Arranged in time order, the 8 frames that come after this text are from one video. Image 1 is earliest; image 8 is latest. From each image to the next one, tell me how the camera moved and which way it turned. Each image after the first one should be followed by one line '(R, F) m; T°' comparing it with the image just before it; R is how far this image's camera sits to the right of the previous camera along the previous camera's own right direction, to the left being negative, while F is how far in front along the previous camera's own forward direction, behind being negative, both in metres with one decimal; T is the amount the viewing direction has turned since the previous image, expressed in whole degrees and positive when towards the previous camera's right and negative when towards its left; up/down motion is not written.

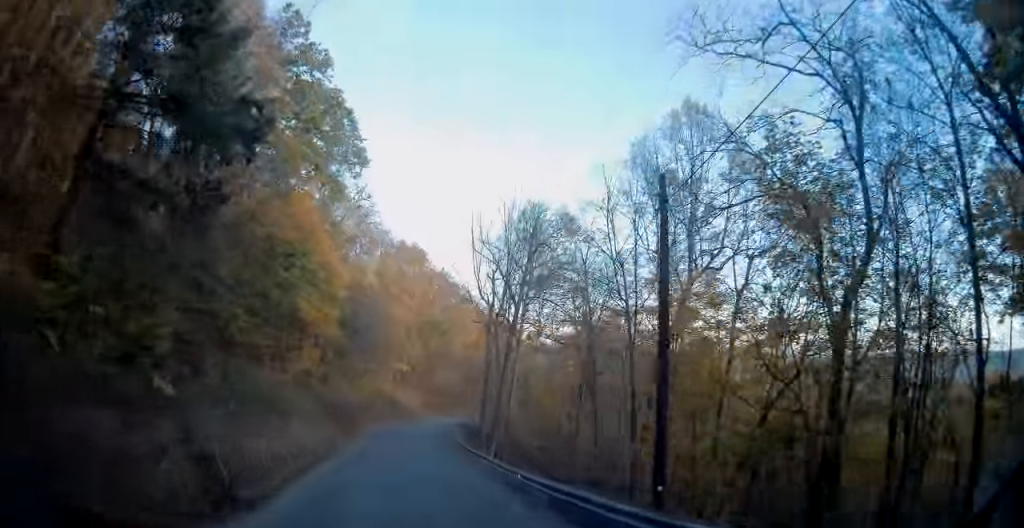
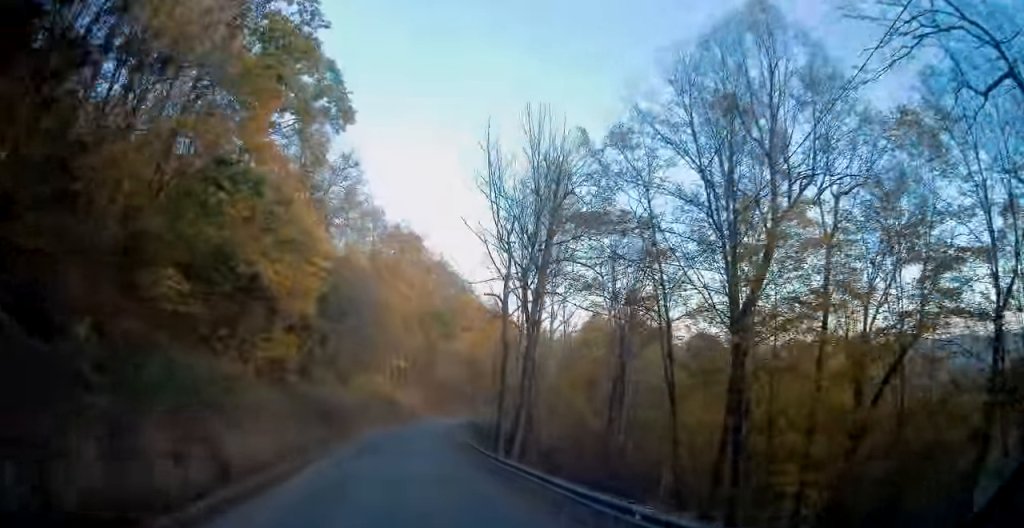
(-0.1, +9.8) m; -1°
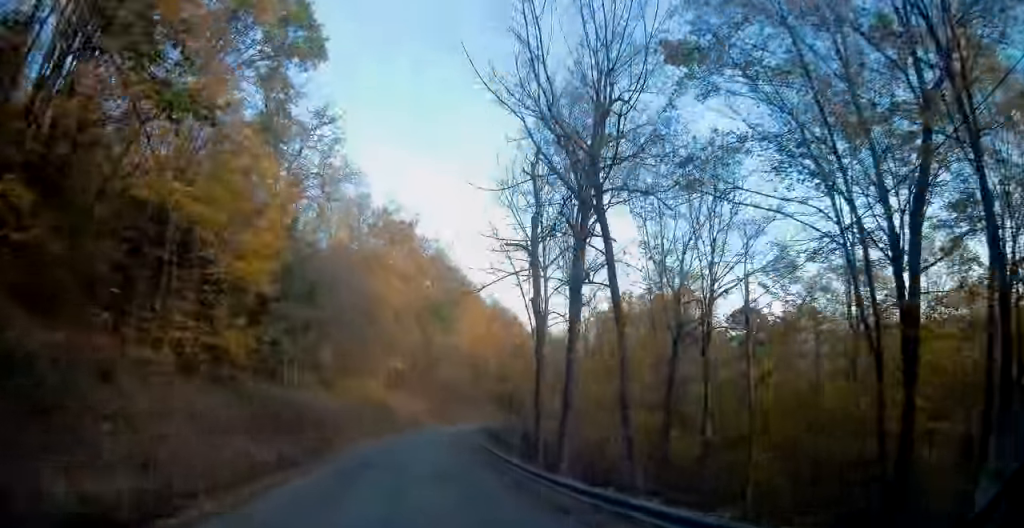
(0.0, +11.5) m; 0°
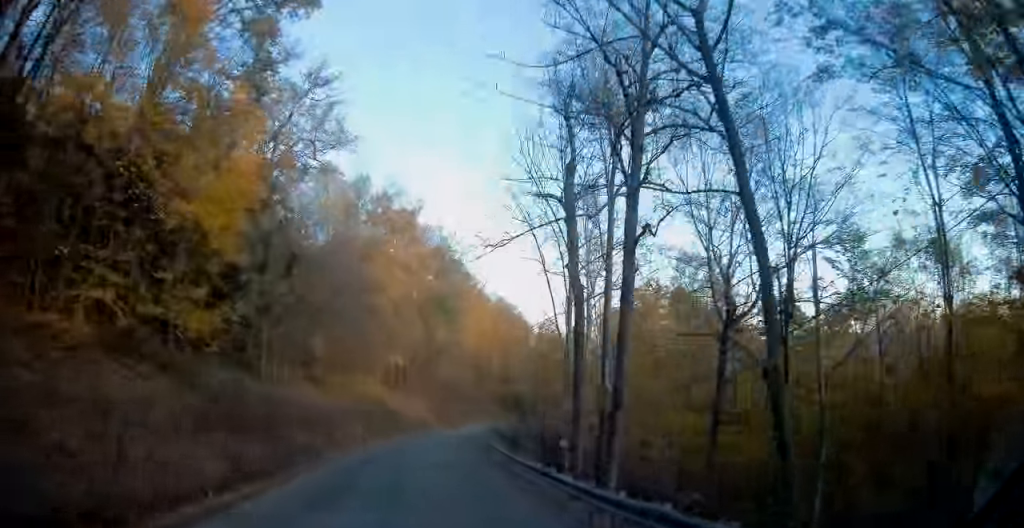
(0.0, +6.3) m; 0°
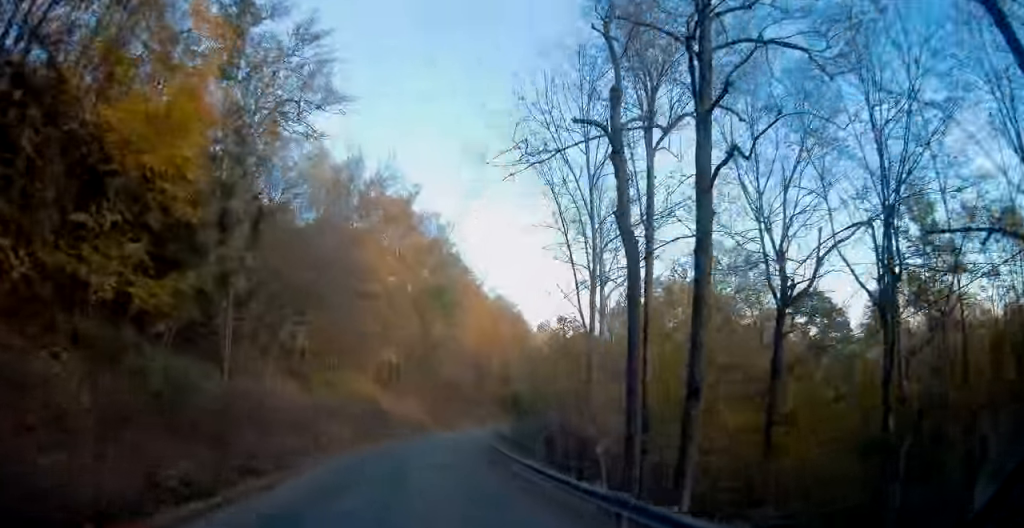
(0.0, +5.8) m; 0°
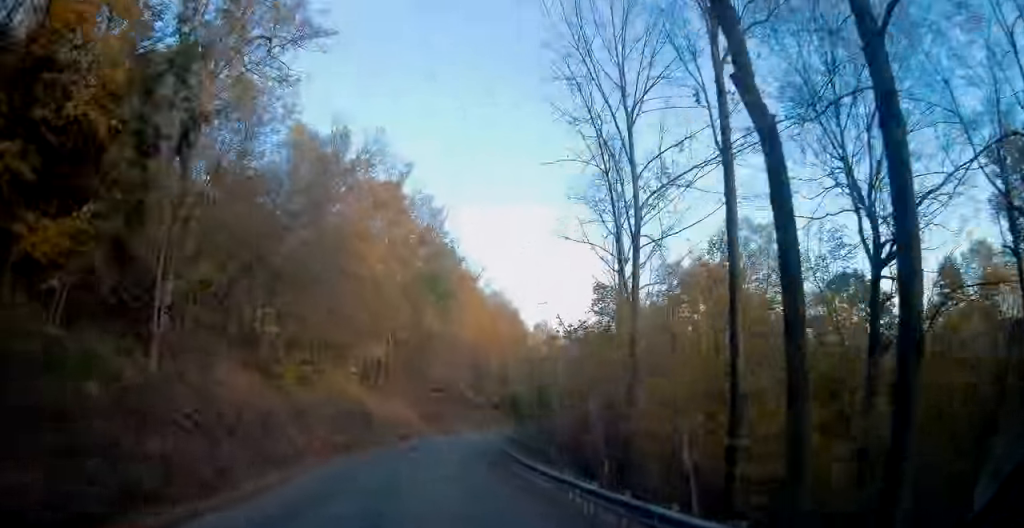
(+0.1, +7.3) m; 0°
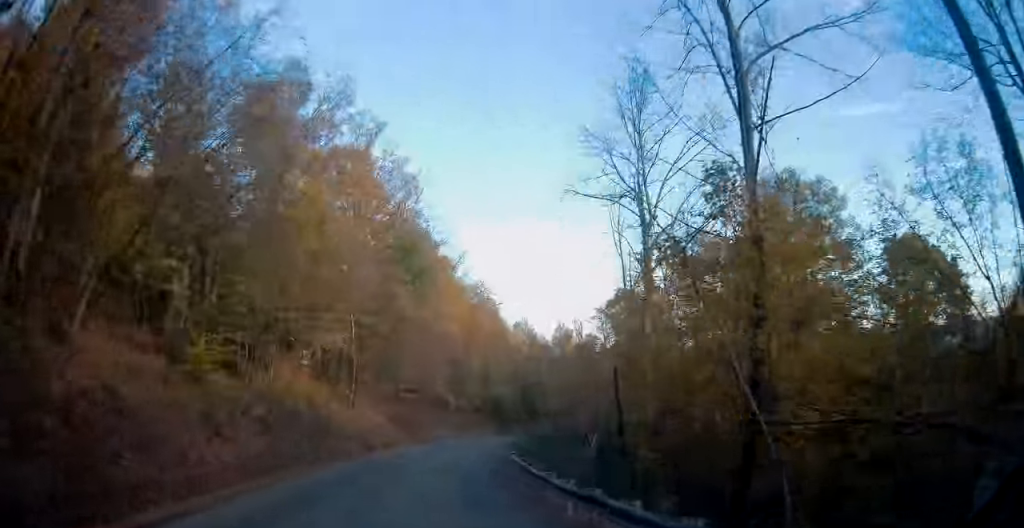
(+0.1, +10.7) m; +1°
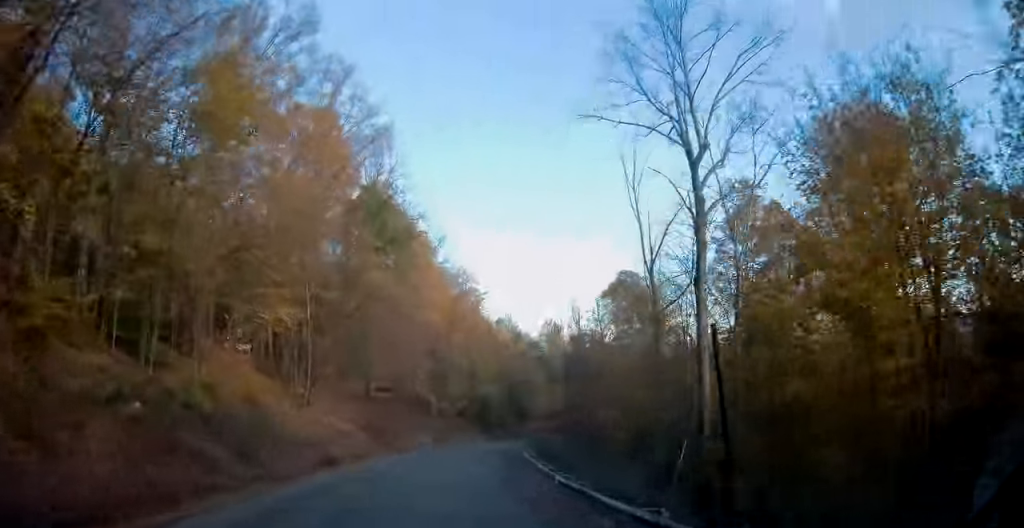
(0.0, +10.3) m; +1°
